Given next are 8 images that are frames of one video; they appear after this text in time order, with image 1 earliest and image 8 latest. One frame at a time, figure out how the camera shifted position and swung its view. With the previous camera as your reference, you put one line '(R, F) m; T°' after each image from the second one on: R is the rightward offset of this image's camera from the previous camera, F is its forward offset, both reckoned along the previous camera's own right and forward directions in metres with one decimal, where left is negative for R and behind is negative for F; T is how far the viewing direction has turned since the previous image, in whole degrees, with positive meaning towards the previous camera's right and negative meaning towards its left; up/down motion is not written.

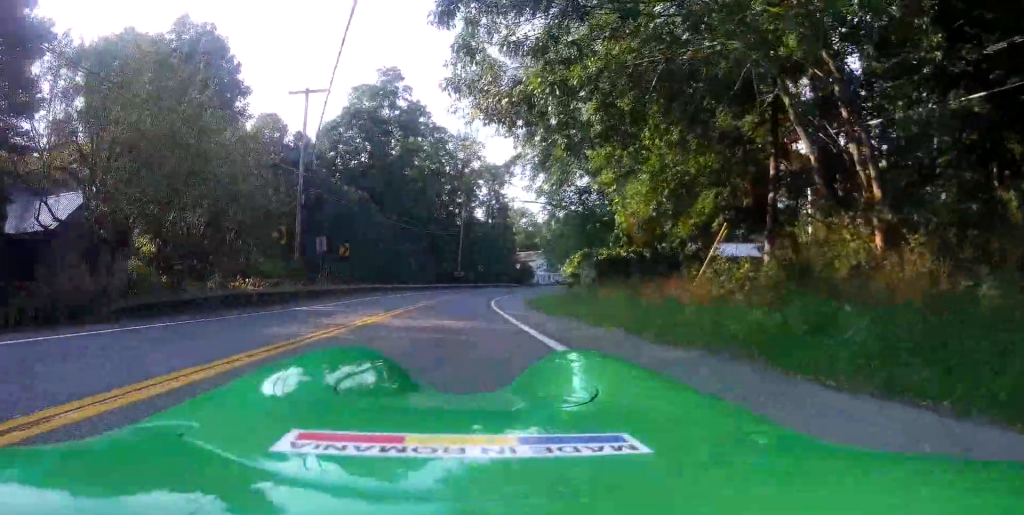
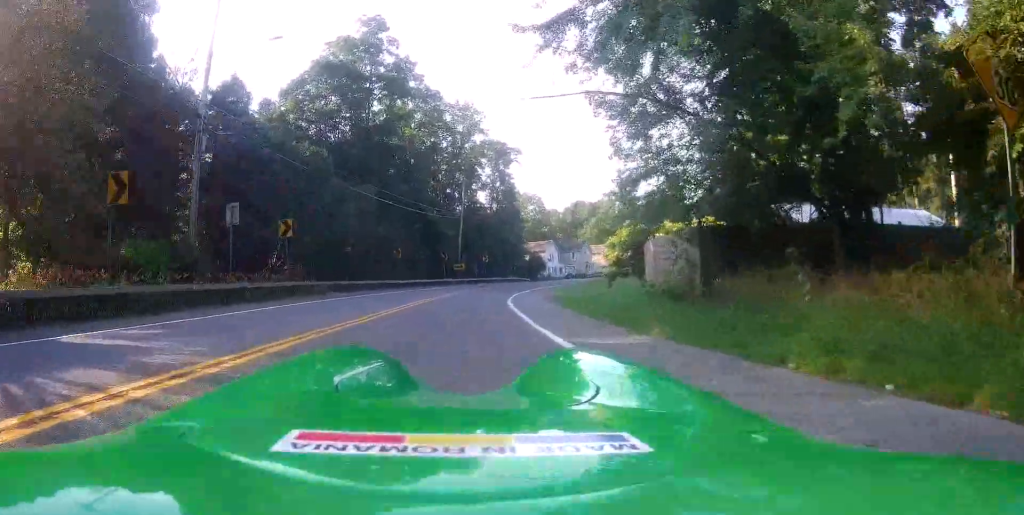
(+0.7, +13.0) m; -2°
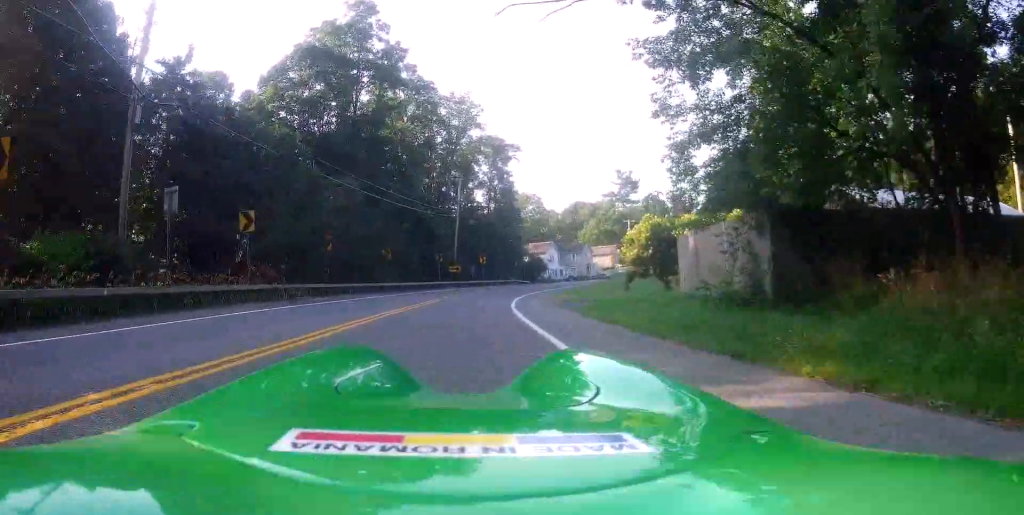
(0.0, +4.4) m; +2°
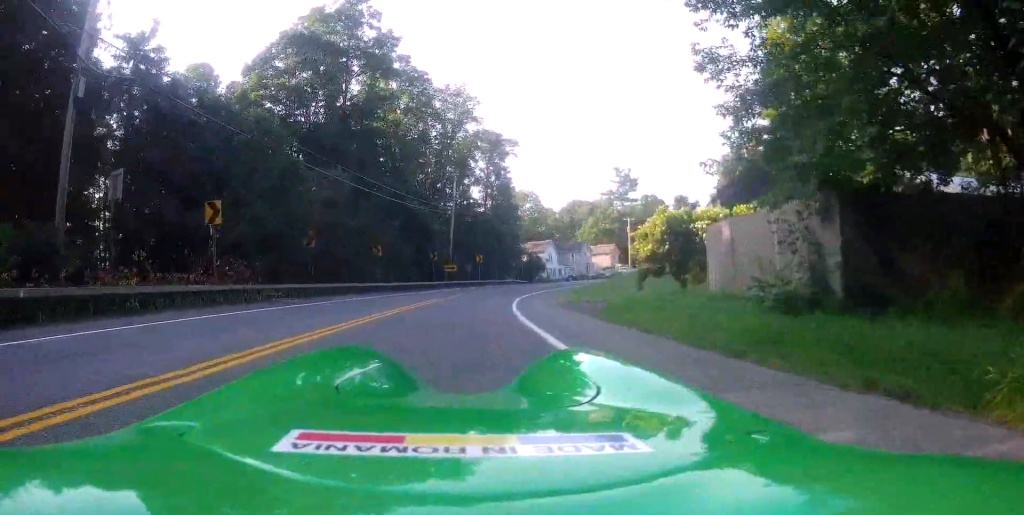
(+0.3, +2.8) m; +3°
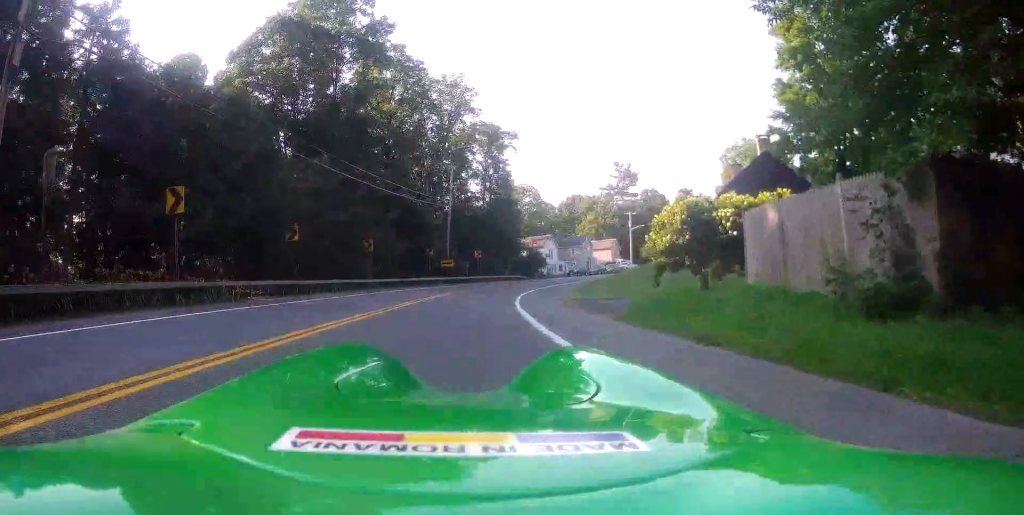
(-0.1, +2.7) m; -4°
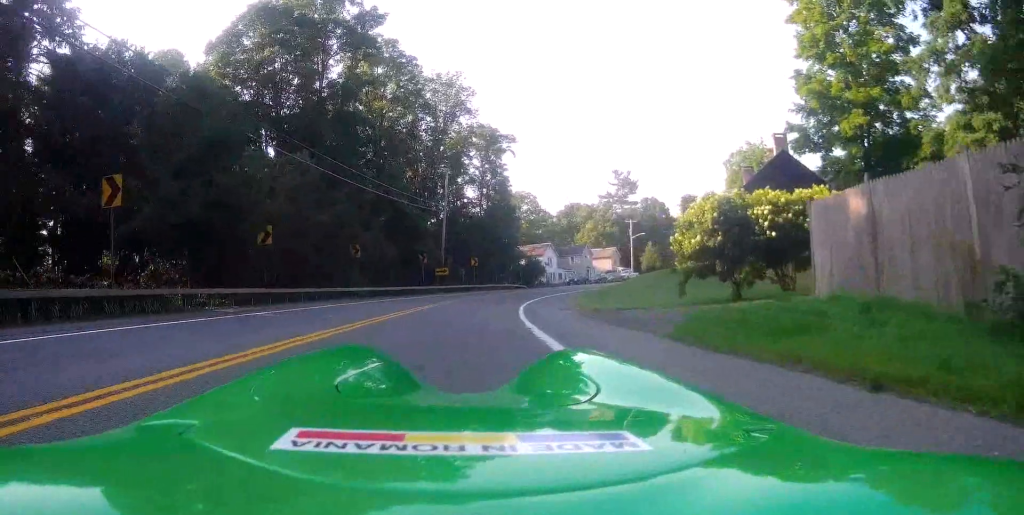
(0.0, +3.4) m; -4°
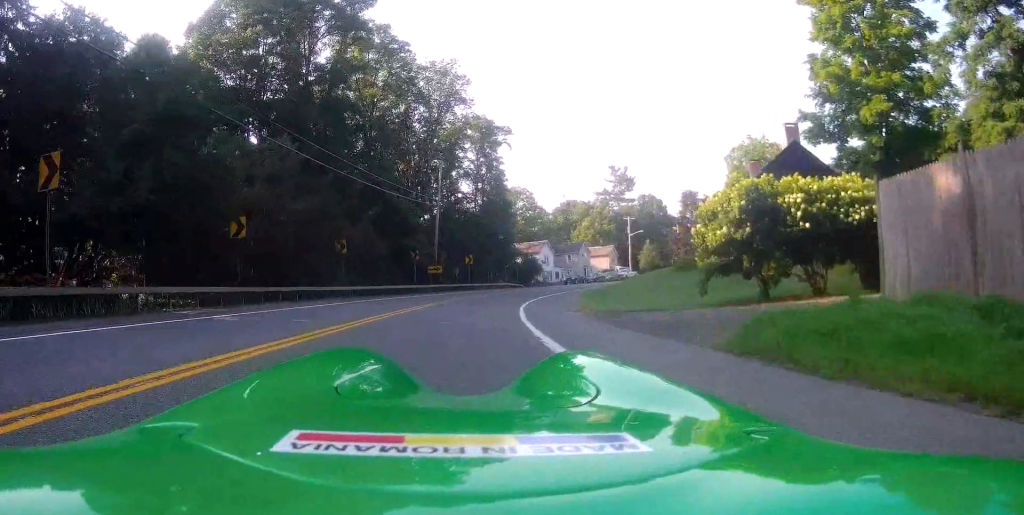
(-0.3, +2.5) m; +2°
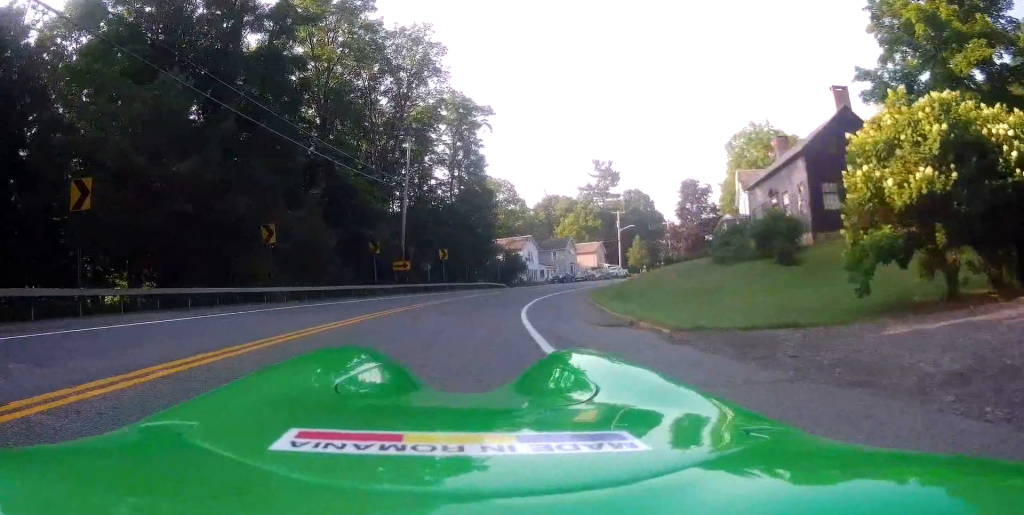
(+0.7, +9.3) m; +5°
